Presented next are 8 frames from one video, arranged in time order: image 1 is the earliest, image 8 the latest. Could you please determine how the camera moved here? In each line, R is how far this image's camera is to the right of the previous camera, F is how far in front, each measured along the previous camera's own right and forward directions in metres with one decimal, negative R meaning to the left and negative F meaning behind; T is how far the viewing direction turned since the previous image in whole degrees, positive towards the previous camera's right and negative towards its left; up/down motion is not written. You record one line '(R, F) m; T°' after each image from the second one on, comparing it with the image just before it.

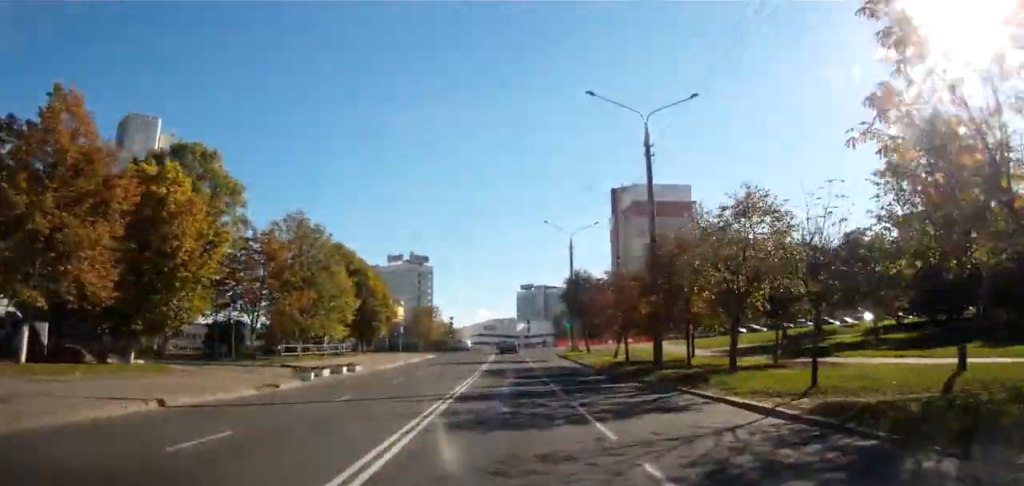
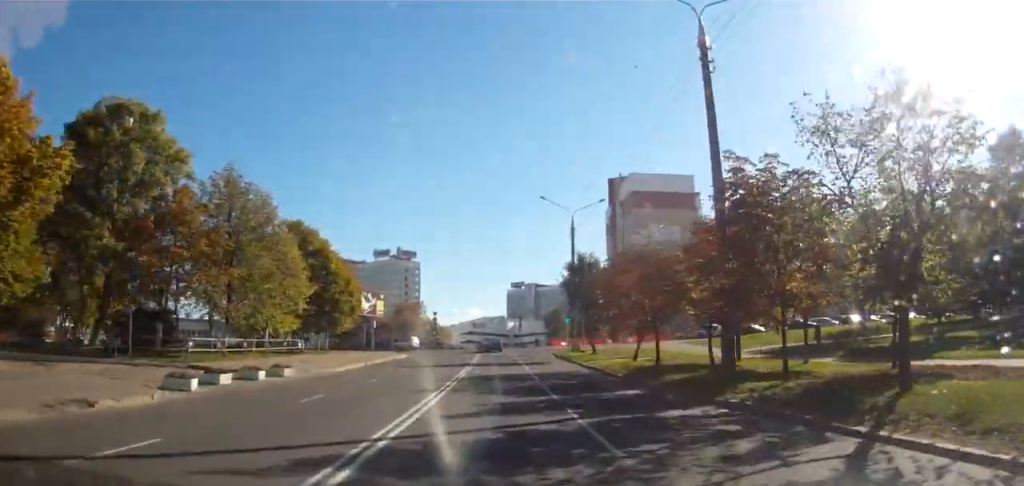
(+0.3, +9.4) m; +2°
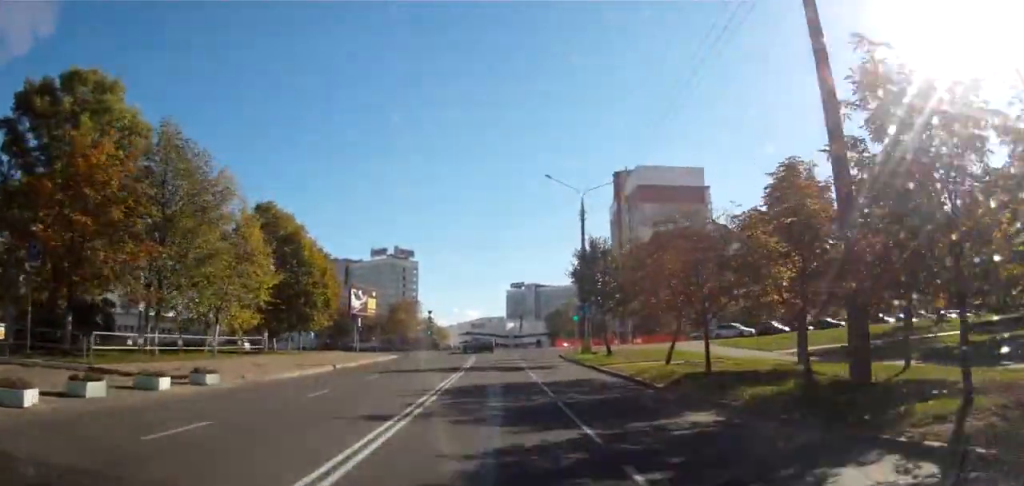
(+0.1, +6.7) m; +1°
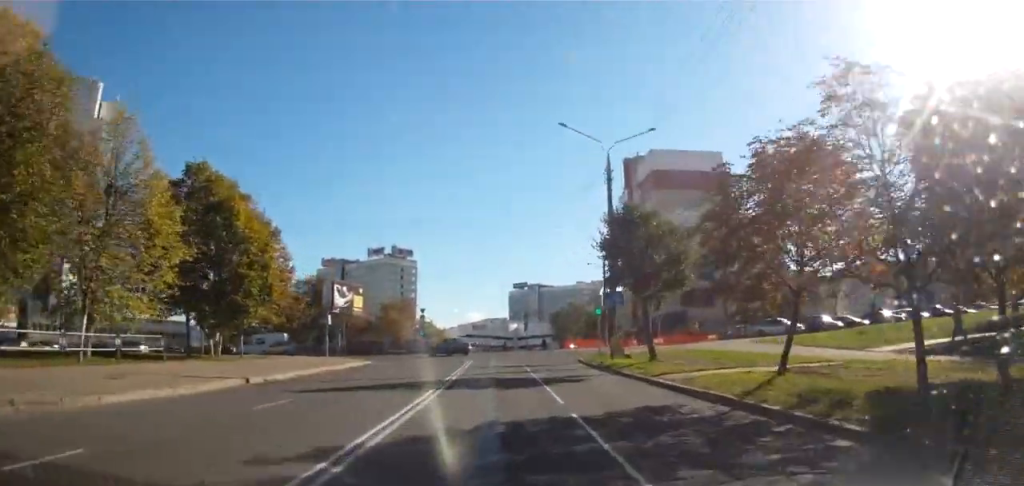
(0.0, +10.6) m; -1°
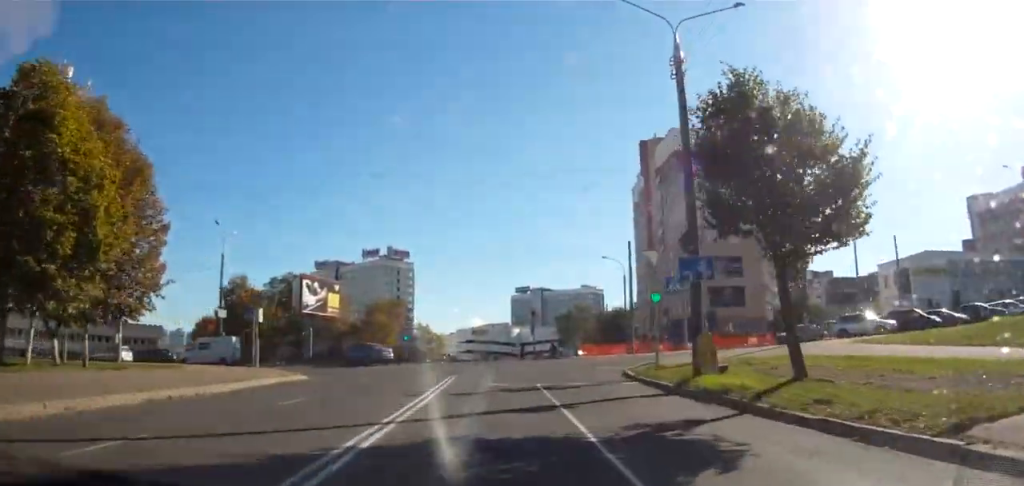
(-0.3, +14.1) m; -2°
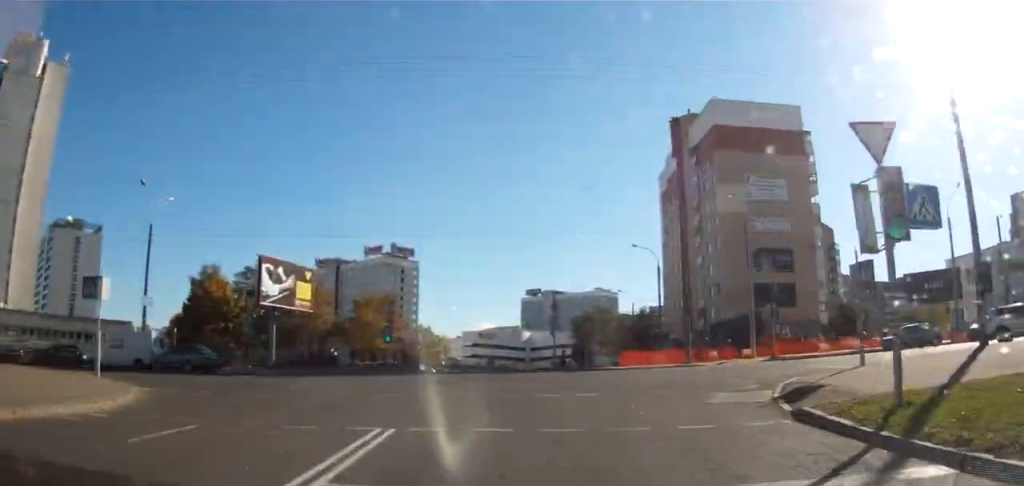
(-0.1, +15.8) m; 0°
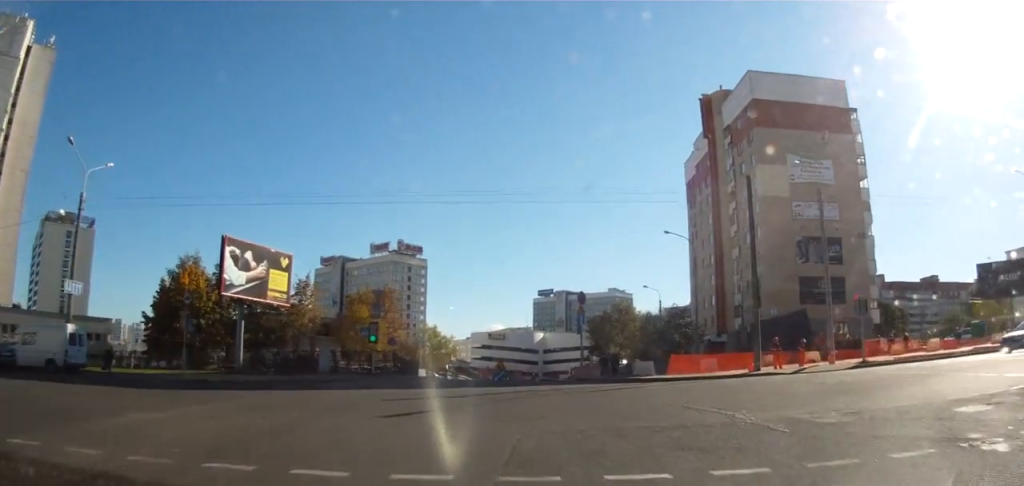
(+0.1, +11.3) m; -4°
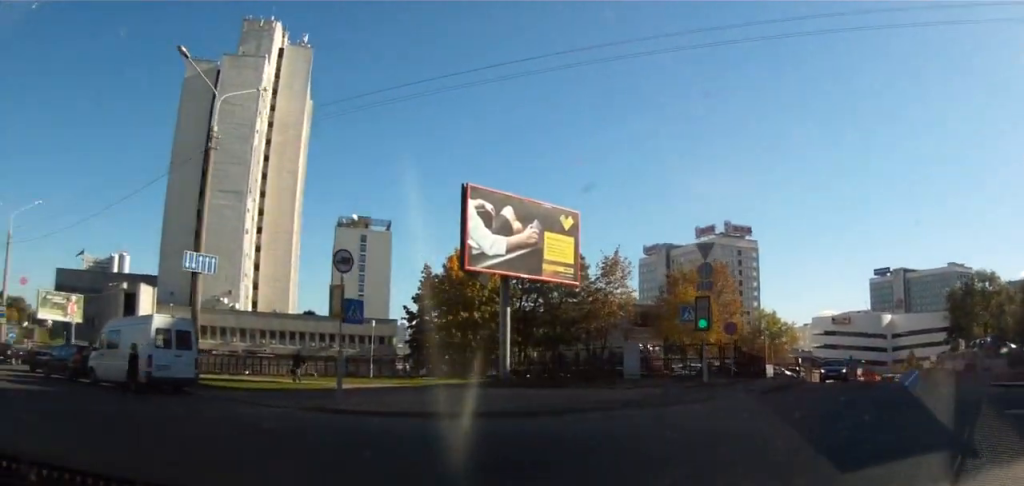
(-4.9, +20.8) m; -21°
